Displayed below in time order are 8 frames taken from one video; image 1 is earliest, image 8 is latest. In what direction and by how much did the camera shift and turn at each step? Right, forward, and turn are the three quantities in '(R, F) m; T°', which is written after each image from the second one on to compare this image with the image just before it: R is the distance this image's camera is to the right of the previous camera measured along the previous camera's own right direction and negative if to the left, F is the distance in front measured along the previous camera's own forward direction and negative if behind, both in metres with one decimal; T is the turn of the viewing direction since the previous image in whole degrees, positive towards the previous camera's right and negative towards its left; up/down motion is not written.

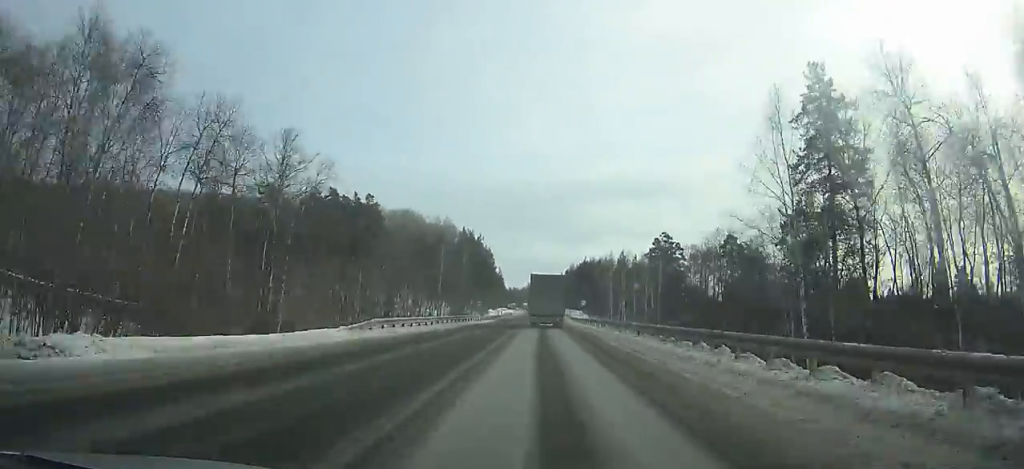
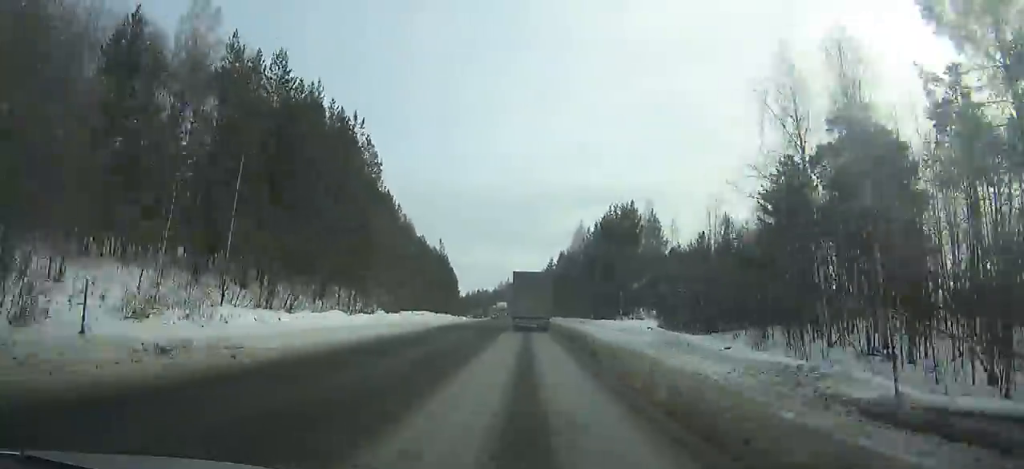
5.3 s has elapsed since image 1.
(+2.4, +112.5) m; +1°
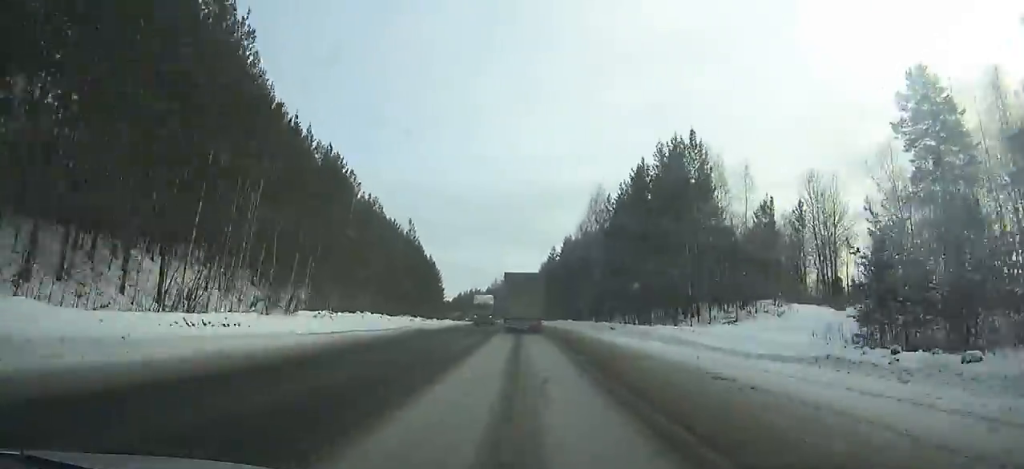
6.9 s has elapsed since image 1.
(0.0, +32.4) m; 0°
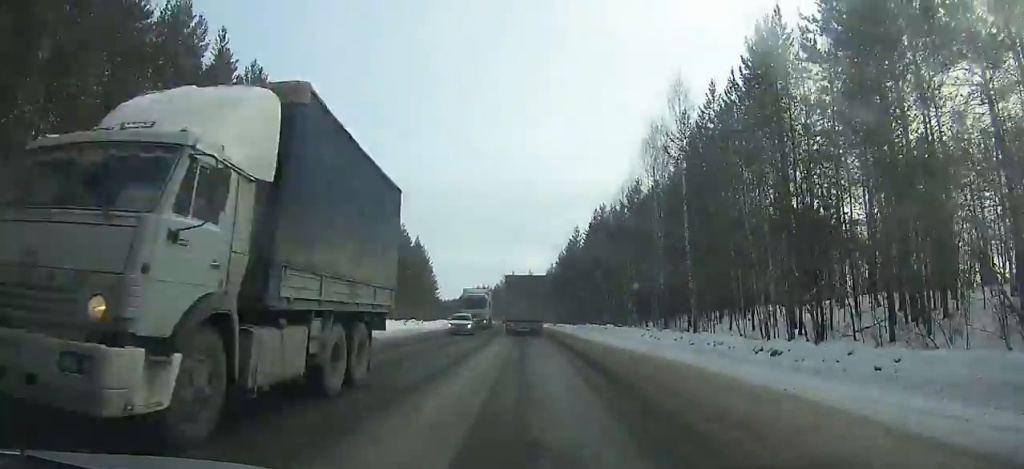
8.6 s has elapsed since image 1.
(-0.1, +33.5) m; -1°
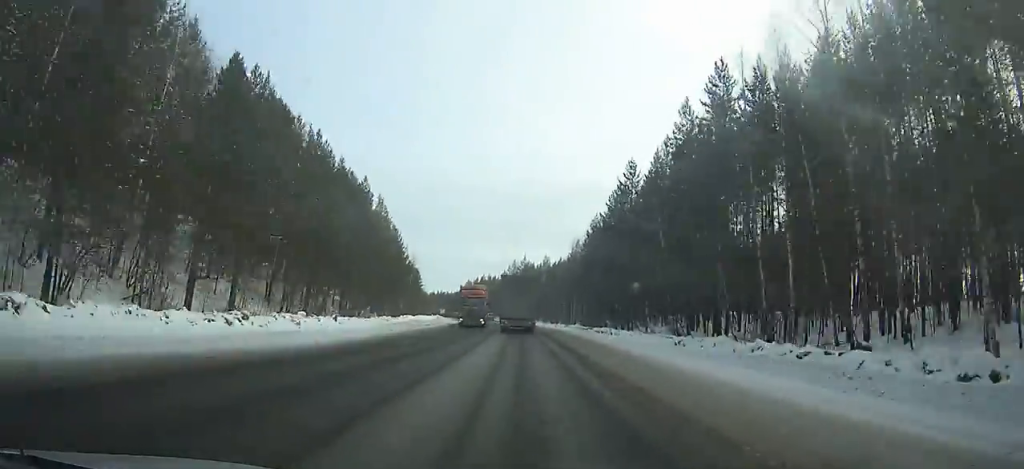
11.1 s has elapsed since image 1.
(-0.7, +48.2) m; -2°
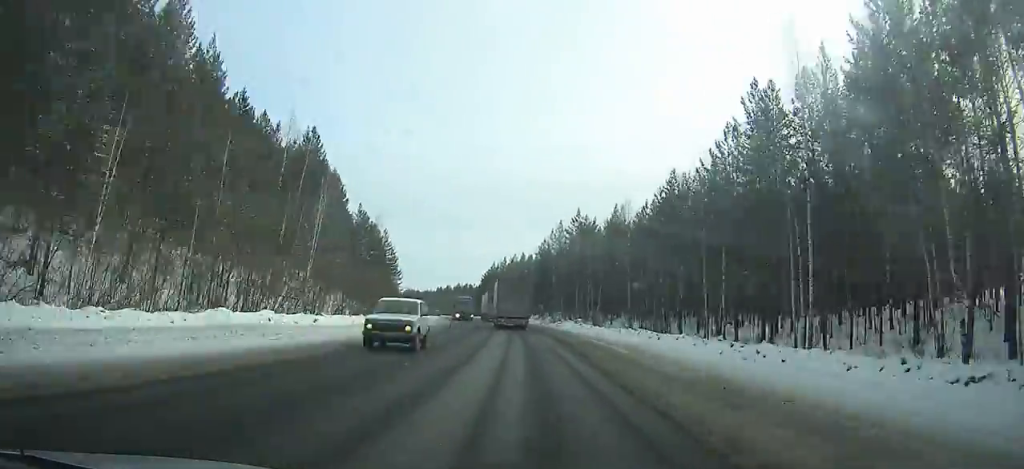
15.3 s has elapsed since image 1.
(-2.3, +79.5) m; -4°
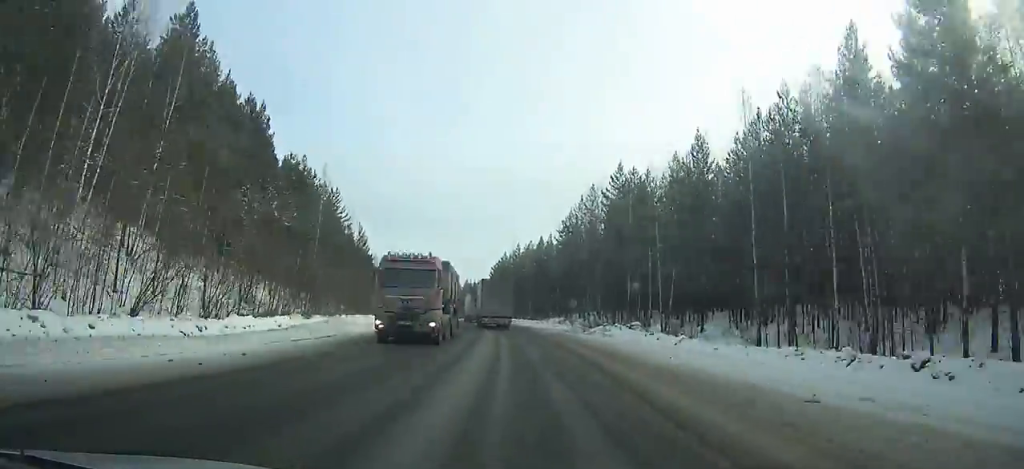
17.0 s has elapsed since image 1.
(-1.1, +32.2) m; -3°
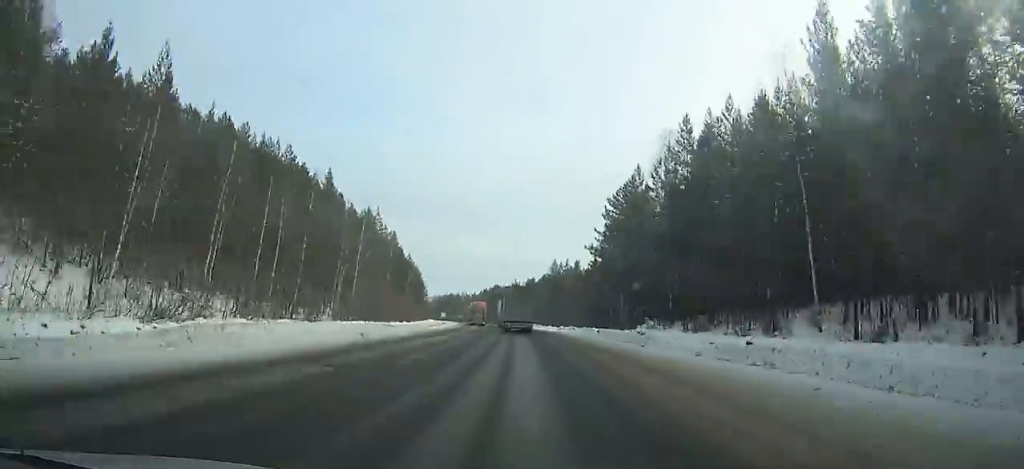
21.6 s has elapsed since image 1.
(-5.9, +87.6) m; -8°
